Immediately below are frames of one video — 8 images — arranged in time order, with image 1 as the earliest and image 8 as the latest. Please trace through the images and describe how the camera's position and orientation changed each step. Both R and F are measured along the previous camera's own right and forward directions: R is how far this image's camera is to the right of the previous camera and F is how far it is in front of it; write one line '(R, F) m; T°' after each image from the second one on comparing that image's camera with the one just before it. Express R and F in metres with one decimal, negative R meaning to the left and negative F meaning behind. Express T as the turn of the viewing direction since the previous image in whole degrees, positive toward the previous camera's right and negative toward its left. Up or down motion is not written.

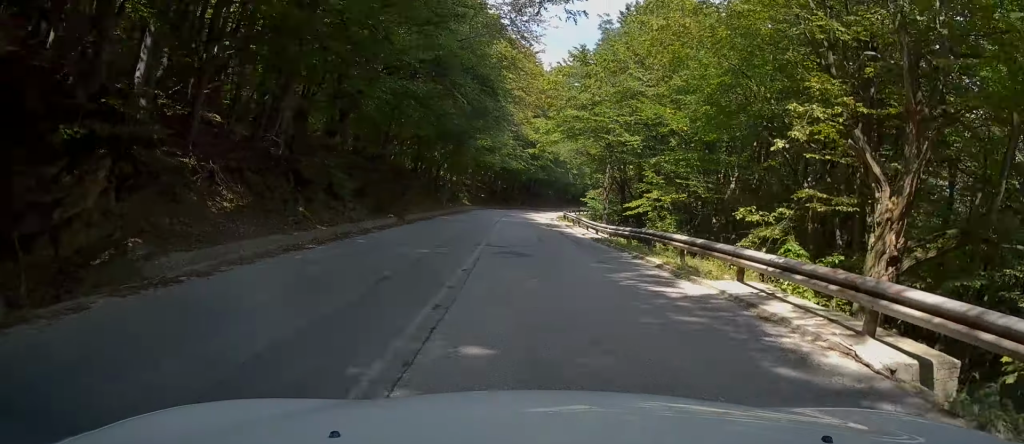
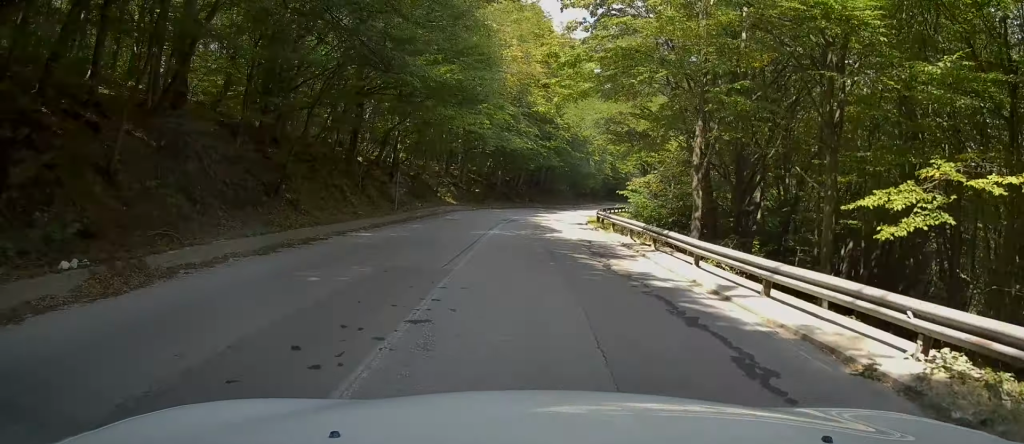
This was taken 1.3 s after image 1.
(-0.2, +19.9) m; +1°
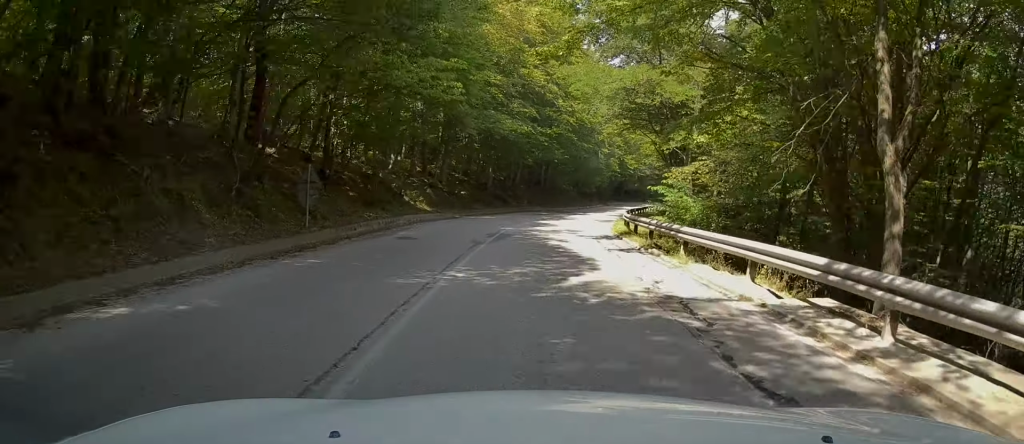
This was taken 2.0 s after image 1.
(+0.4, +11.0) m; +2°
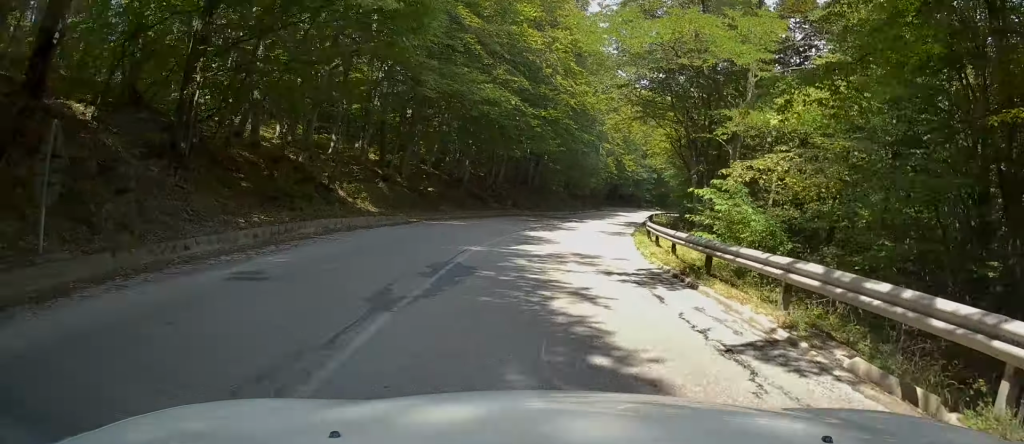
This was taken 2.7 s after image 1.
(+0.1, +9.4) m; +1°
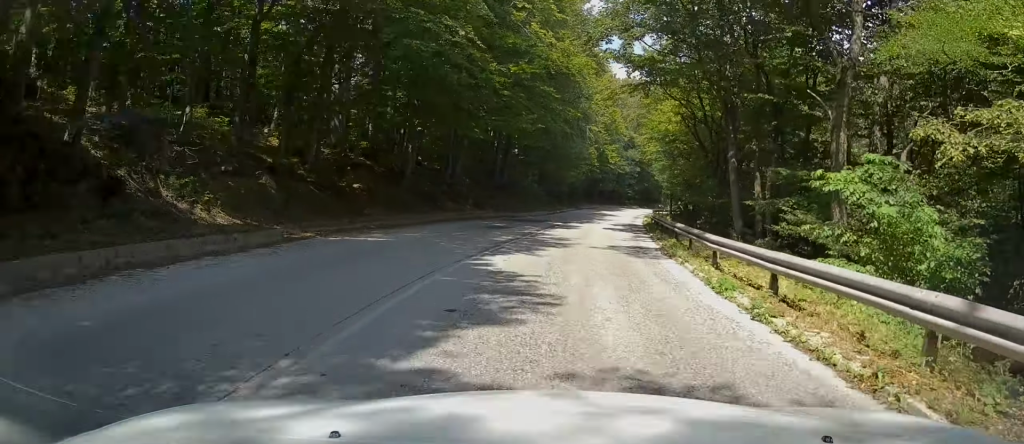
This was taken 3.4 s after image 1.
(-0.1, +10.3) m; +1°
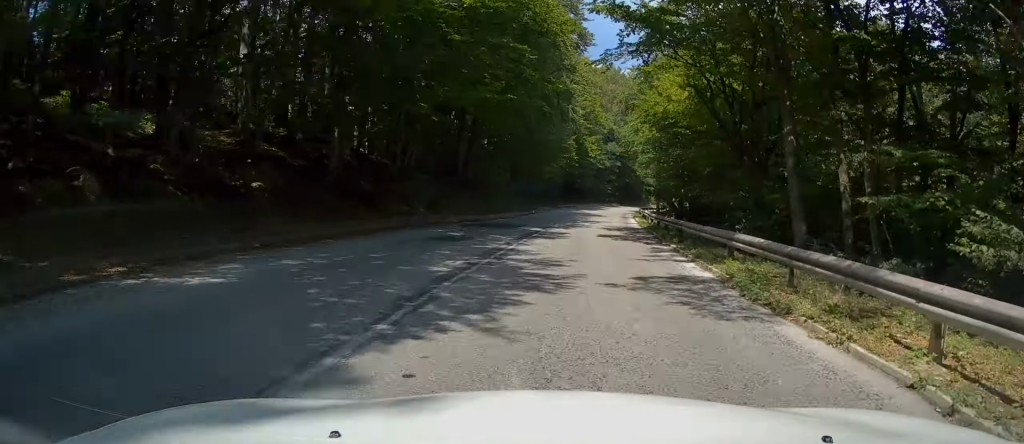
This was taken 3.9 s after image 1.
(+0.2, +7.0) m; +2°
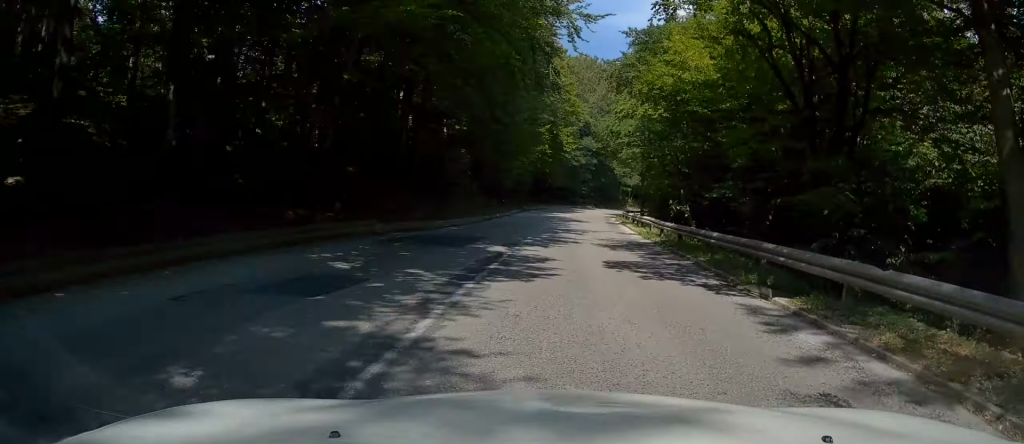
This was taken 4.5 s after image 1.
(+0.1, +8.4) m; +2°
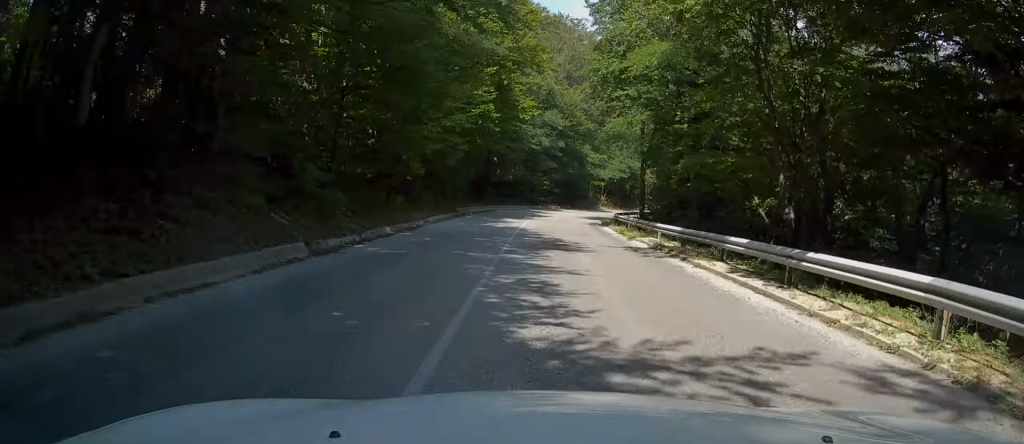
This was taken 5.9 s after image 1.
(+0.9, +20.0) m; +6°
